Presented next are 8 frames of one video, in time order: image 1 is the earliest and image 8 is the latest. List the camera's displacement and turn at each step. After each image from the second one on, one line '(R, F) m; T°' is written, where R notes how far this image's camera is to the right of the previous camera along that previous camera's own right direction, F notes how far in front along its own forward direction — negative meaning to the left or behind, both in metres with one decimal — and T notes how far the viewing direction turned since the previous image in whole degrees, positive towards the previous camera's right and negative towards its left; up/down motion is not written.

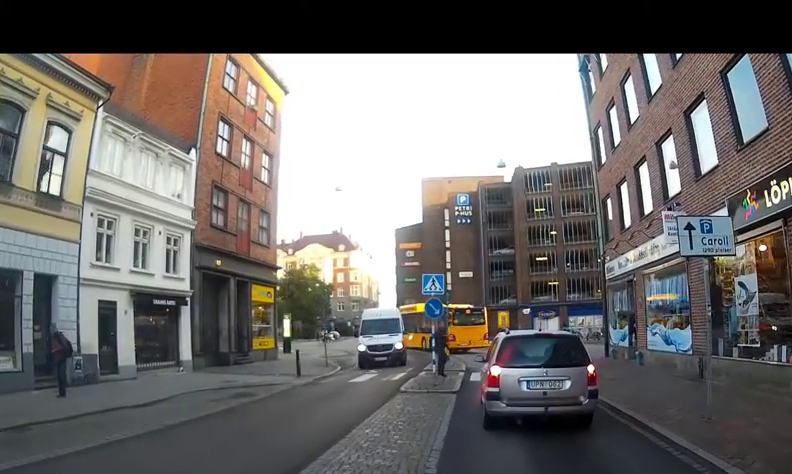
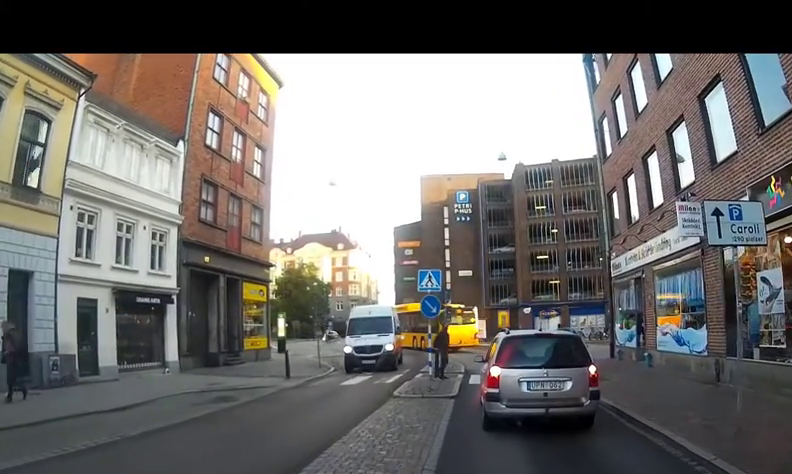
(-0.1, +0.9) m; 0°
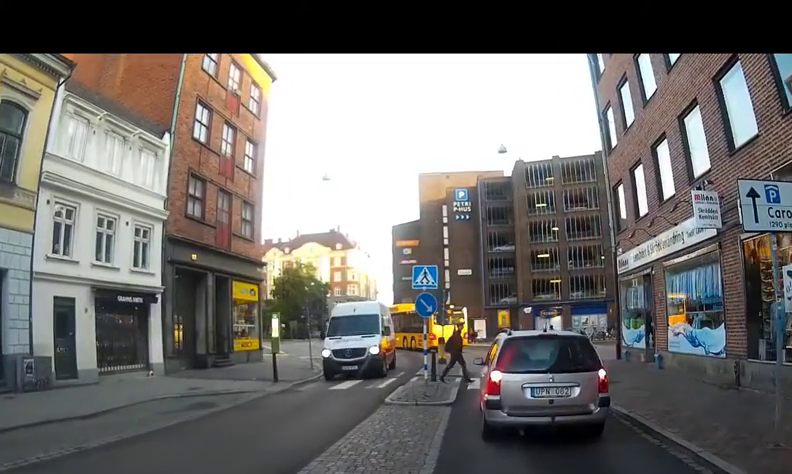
(+0.1, +0.9) m; +1°
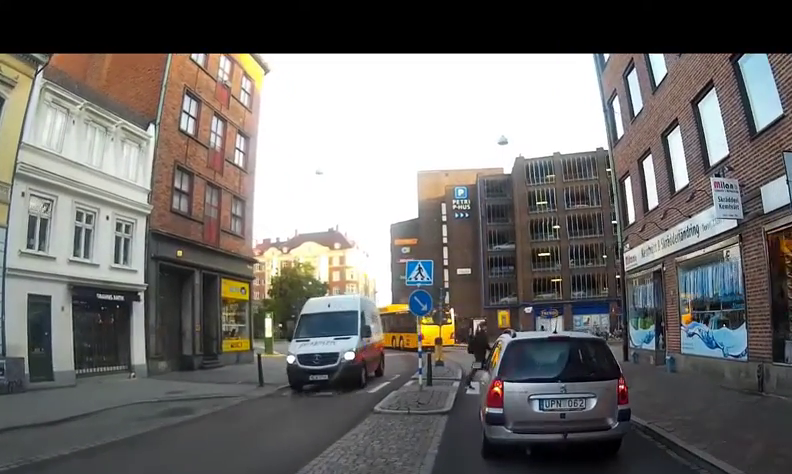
(+0.1, +0.9) m; +1°
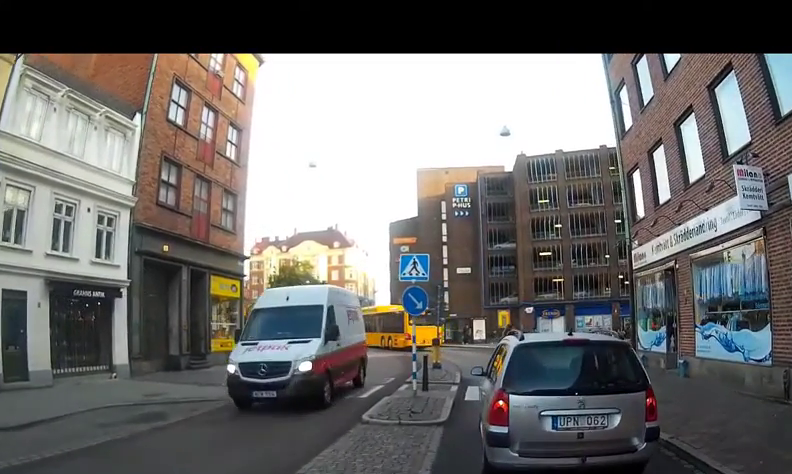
(0.0, +0.8) m; -3°
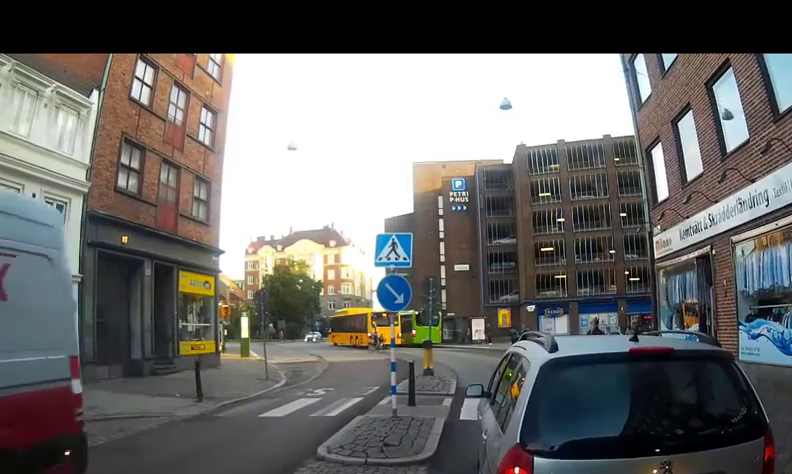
(-0.2, +2.2) m; -4°
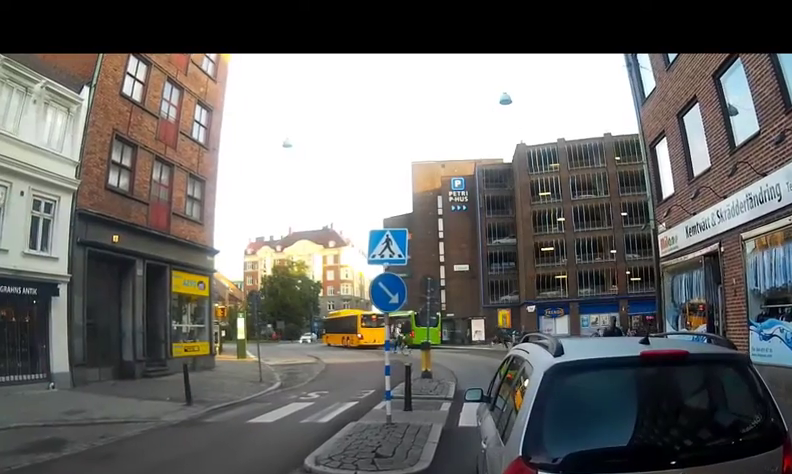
(-0.1, +0.6) m; 0°
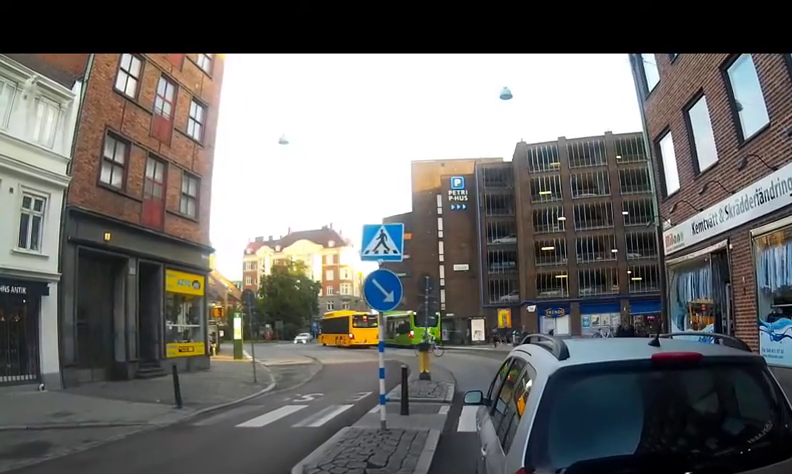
(-0.1, +0.6) m; 0°
